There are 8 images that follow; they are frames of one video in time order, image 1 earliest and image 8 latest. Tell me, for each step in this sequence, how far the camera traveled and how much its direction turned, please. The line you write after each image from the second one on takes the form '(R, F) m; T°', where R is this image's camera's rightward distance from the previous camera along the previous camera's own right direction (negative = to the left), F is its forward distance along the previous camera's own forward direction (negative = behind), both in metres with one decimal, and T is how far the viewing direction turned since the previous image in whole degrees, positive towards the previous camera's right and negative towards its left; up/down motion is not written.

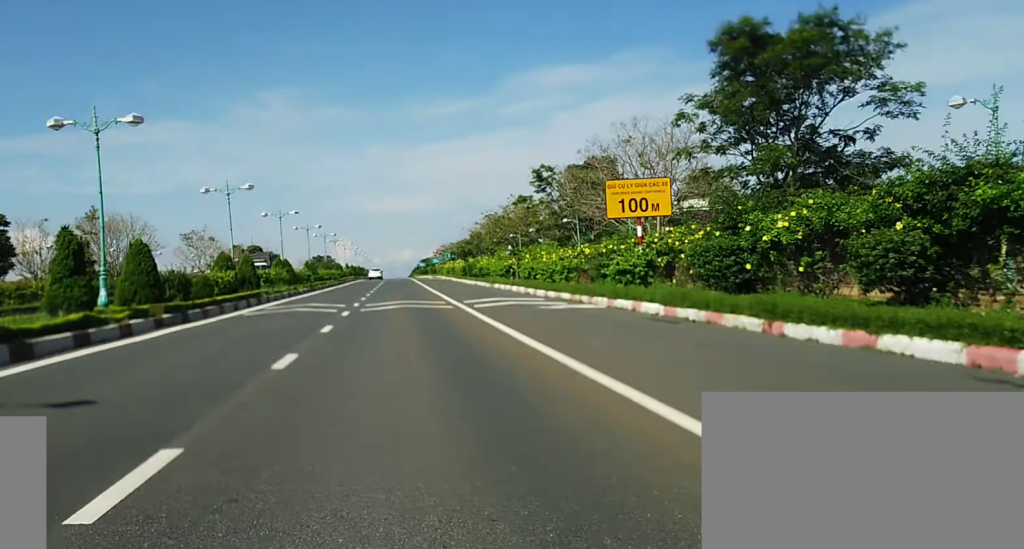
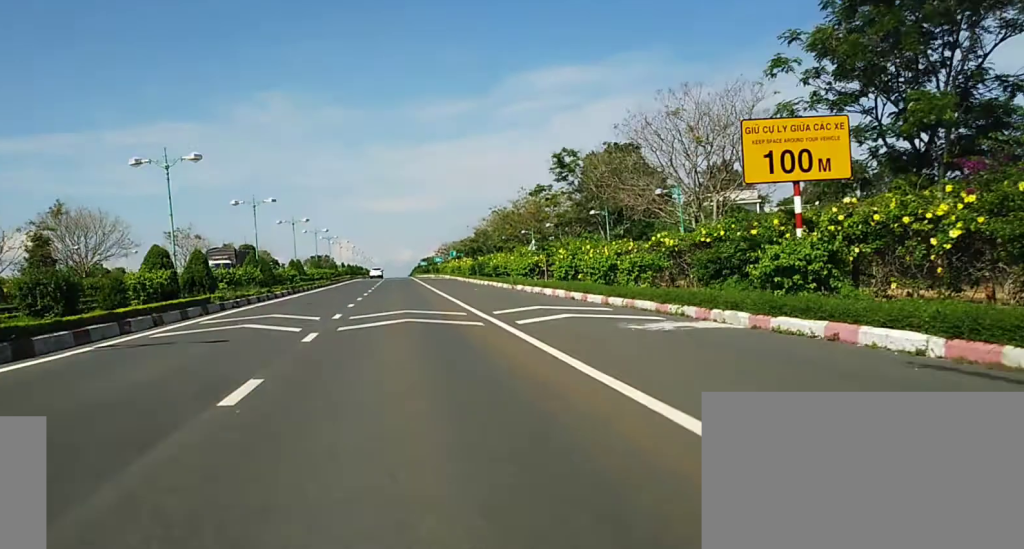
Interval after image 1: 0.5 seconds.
(-0.1, +12.1) m; 0°
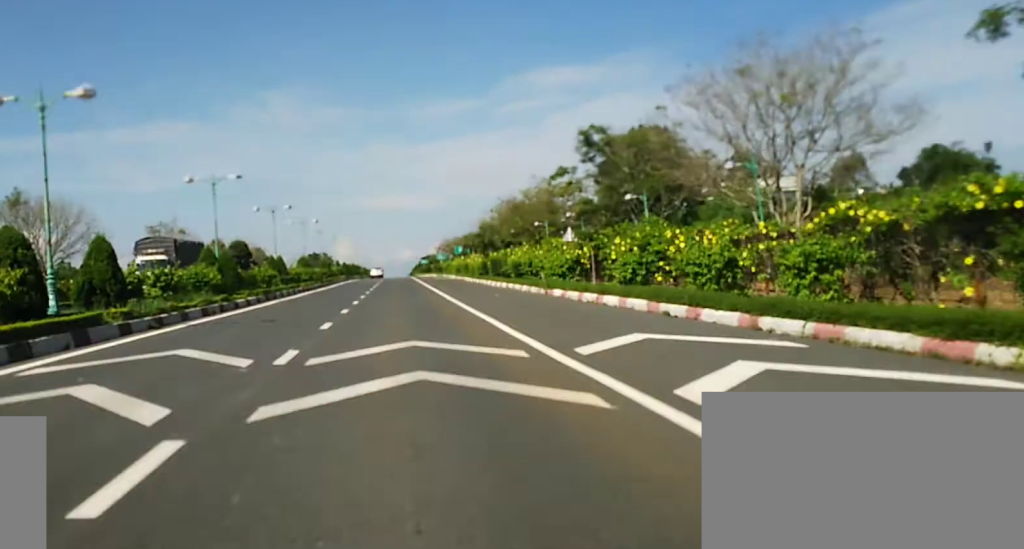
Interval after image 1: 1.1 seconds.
(0.0, +12.1) m; 0°
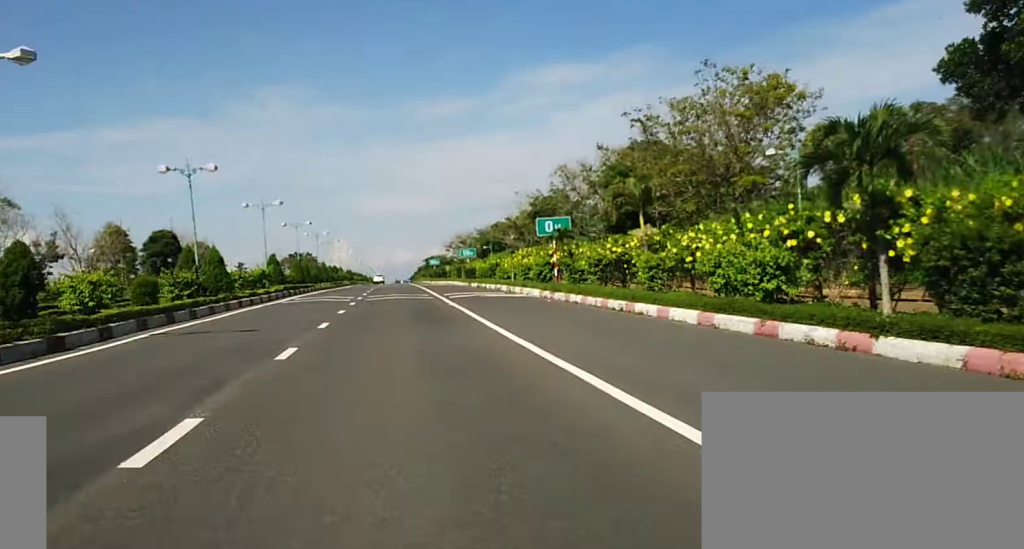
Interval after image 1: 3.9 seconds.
(+0.2, +63.6) m; 0°
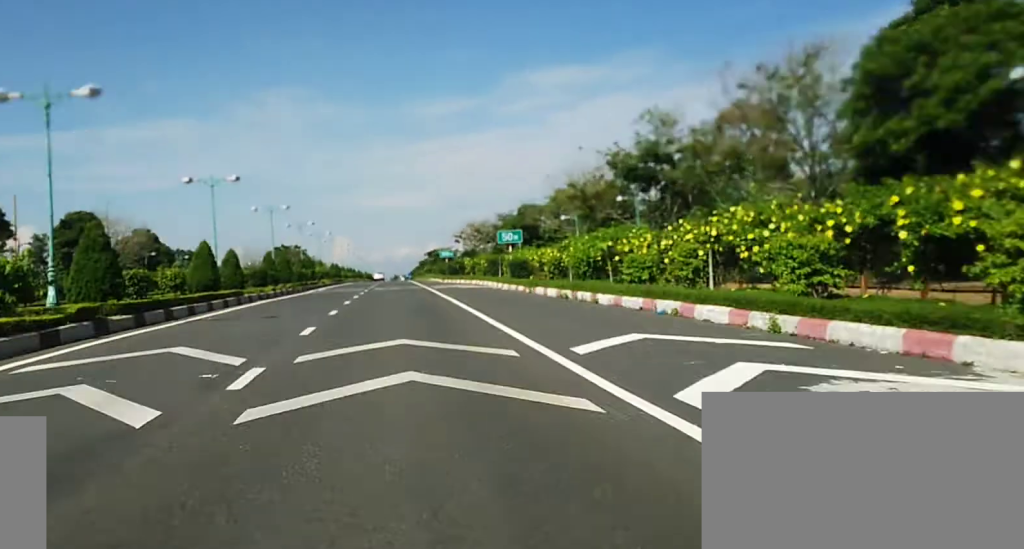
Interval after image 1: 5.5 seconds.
(-0.3, +36.5) m; -1°
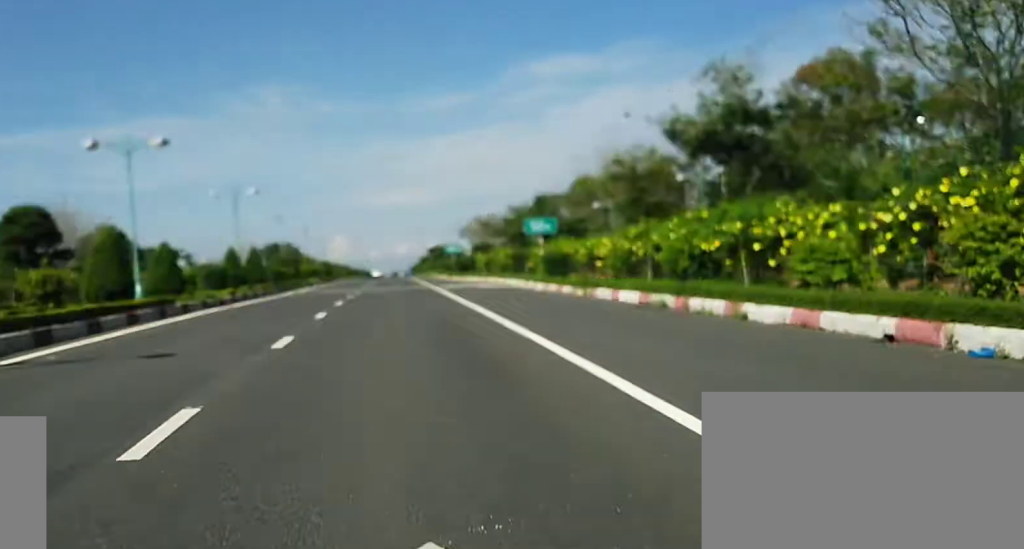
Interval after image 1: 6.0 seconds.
(0.0, +12.1) m; 0°
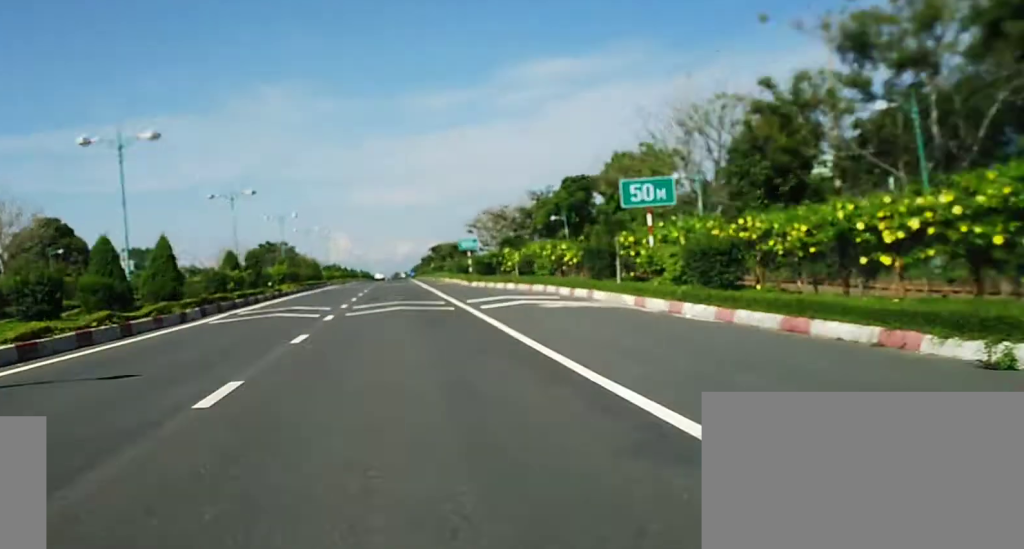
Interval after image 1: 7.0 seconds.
(+0.1, +21.2) m; 0°
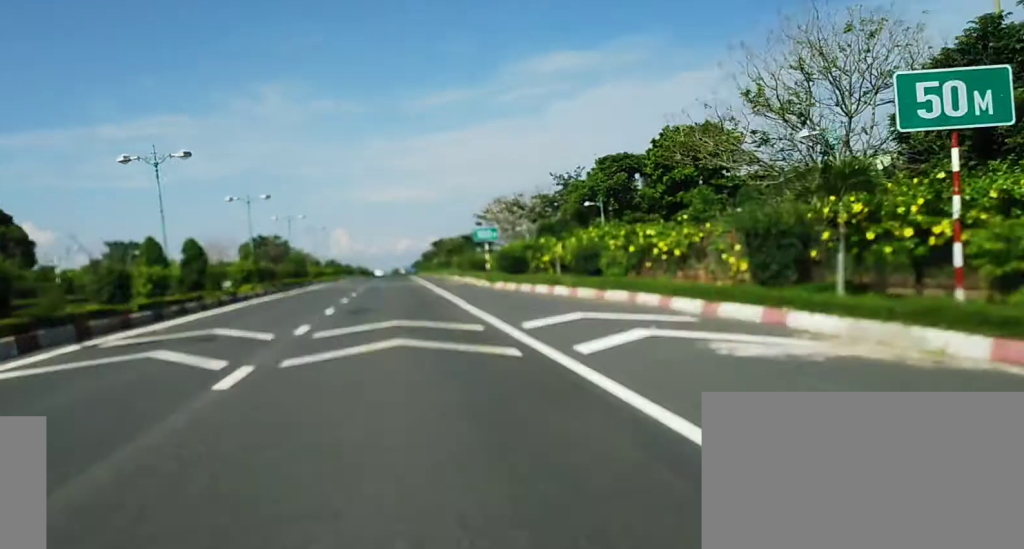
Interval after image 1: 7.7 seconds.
(+0.1, +15.0) m; 0°
